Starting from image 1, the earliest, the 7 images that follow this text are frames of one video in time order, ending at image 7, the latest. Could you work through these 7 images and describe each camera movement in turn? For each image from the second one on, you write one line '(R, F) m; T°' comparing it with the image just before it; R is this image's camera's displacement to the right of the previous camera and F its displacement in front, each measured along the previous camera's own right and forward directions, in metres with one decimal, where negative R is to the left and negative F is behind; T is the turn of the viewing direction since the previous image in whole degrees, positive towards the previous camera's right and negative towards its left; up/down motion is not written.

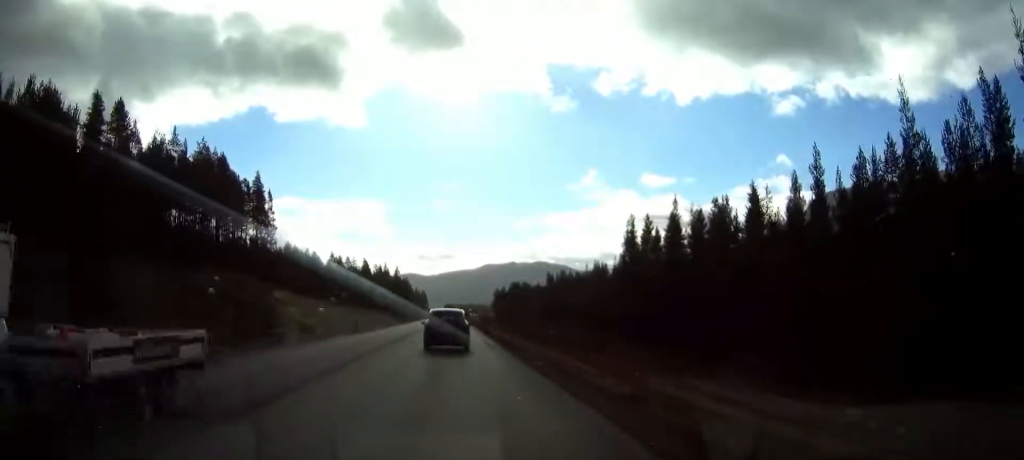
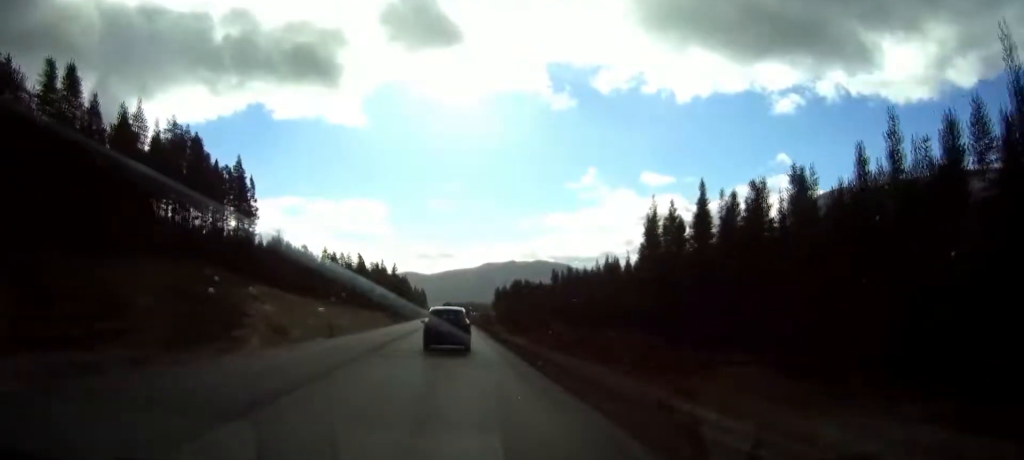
(0.0, +10.3) m; 0°
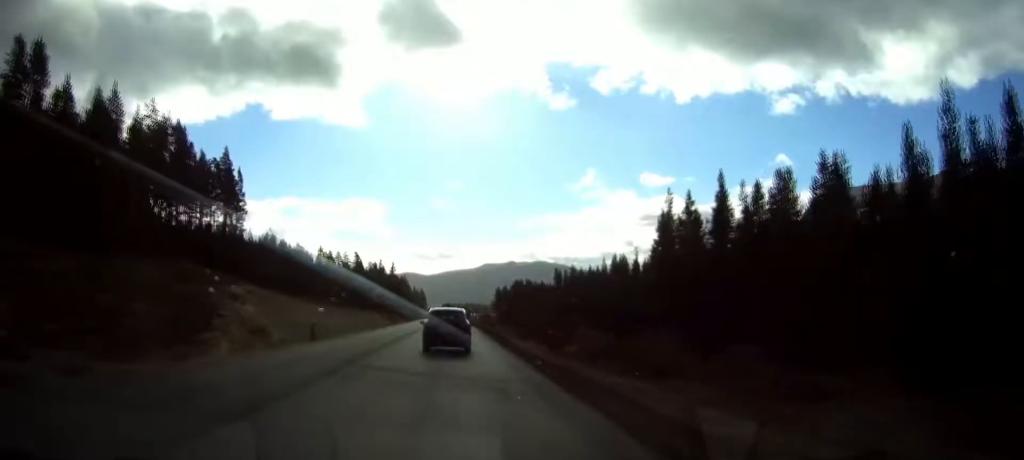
(0.0, +6.0) m; 0°
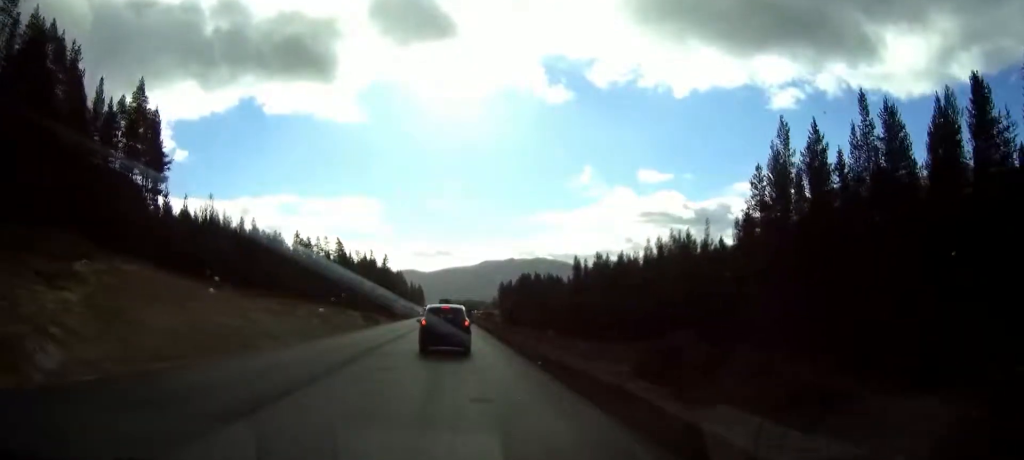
(+0.2, +28.1) m; 0°
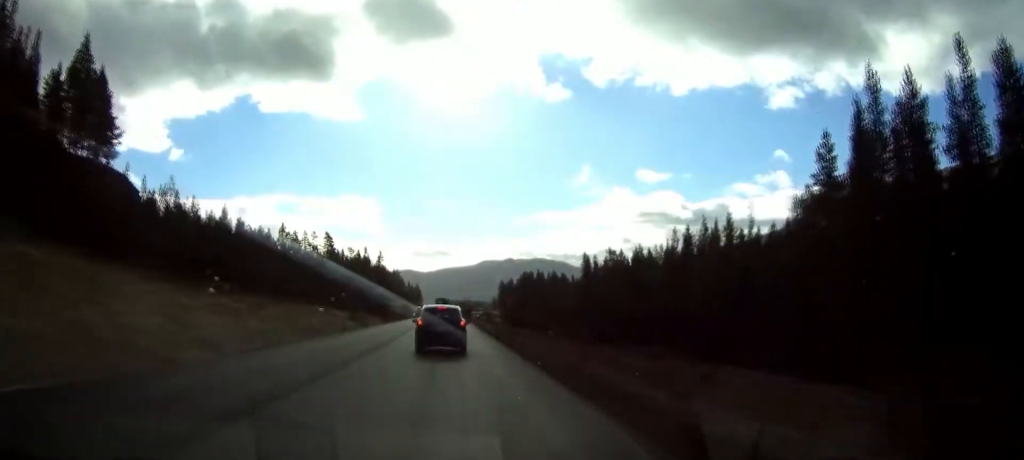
(-0.1, +12.0) m; +1°
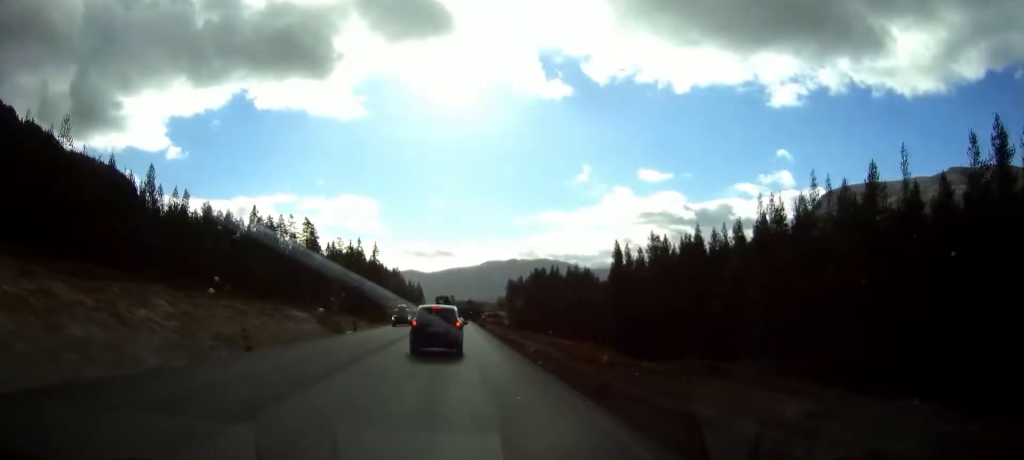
(+0.5, +23.6) m; +1°
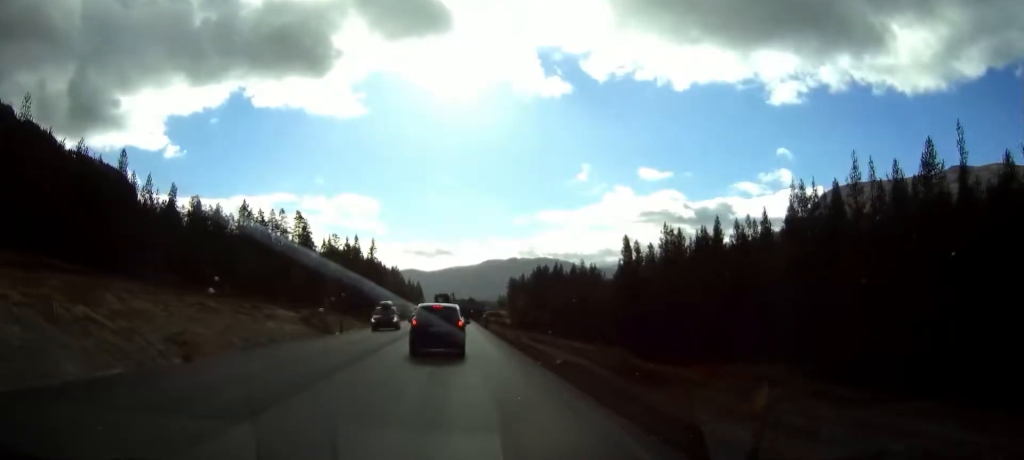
(0.0, +5.9) m; 0°
